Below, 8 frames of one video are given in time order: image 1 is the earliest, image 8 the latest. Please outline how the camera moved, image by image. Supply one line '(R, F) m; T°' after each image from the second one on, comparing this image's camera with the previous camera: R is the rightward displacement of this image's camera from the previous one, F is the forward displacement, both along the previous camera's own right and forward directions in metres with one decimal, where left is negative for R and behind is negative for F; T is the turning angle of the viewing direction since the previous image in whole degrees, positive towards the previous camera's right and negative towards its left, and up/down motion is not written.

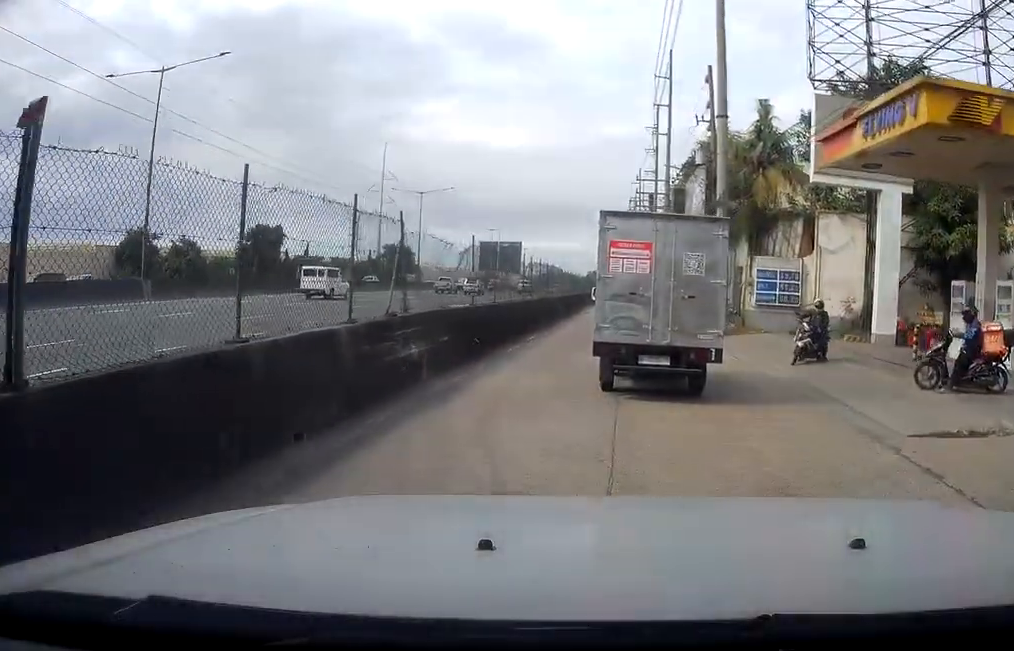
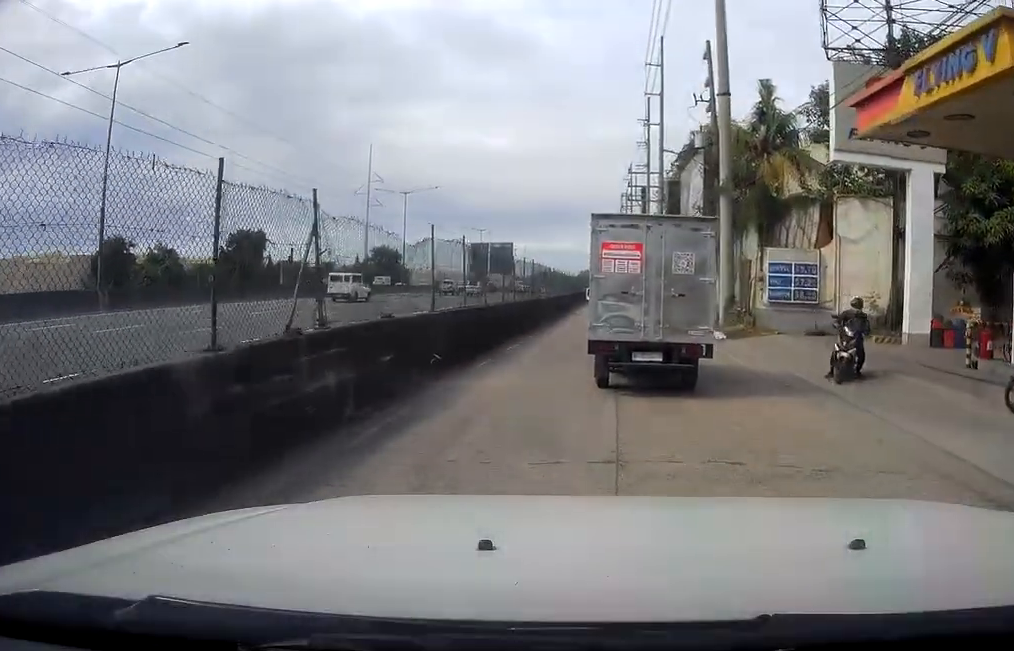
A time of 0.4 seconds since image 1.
(-0.3, +3.4) m; -2°
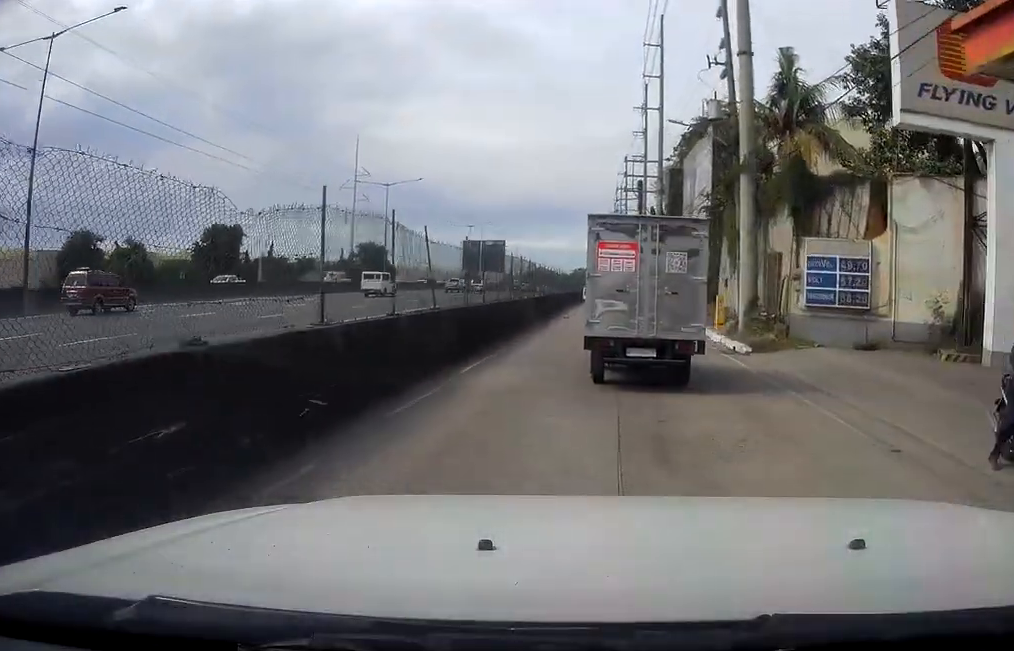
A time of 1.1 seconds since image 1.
(0.0, +5.4) m; +2°
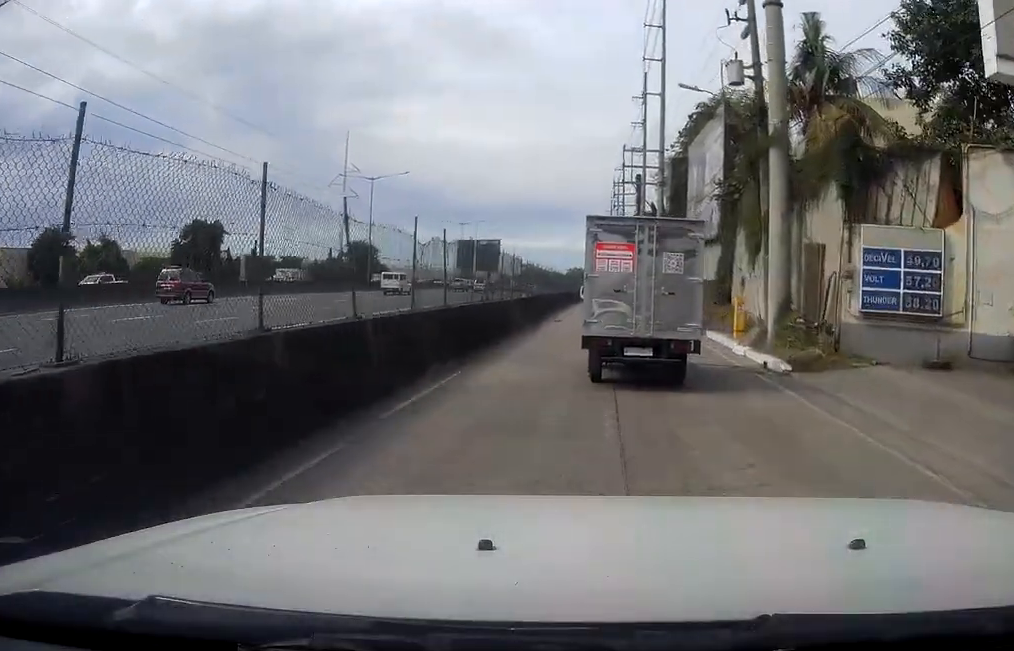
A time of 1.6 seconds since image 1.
(0.0, +4.3) m; +3°
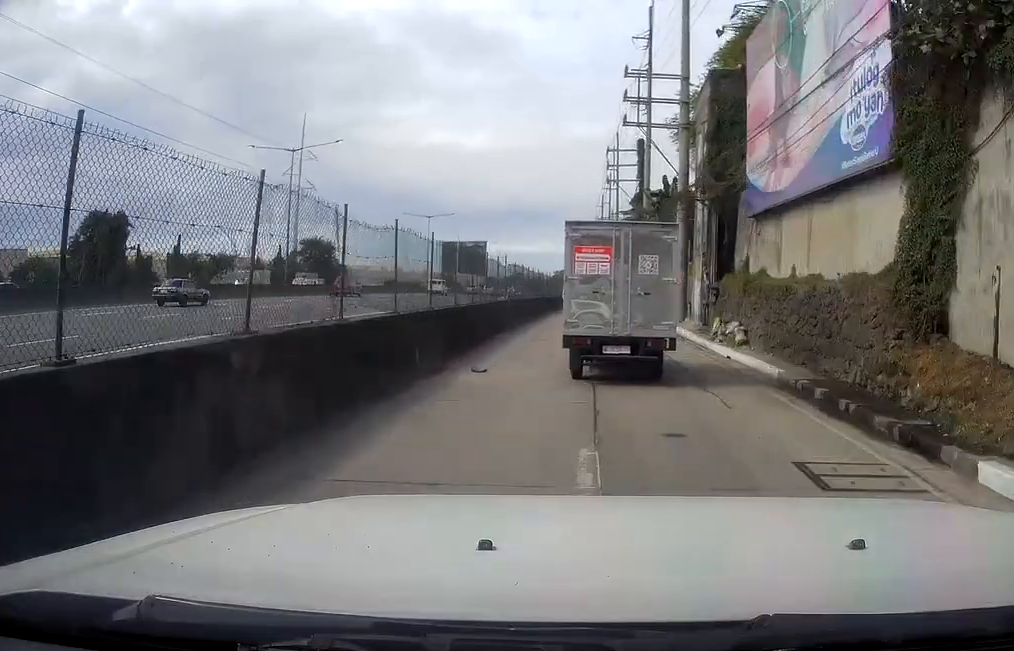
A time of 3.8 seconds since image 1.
(+1.6, +18.4) m; +8°
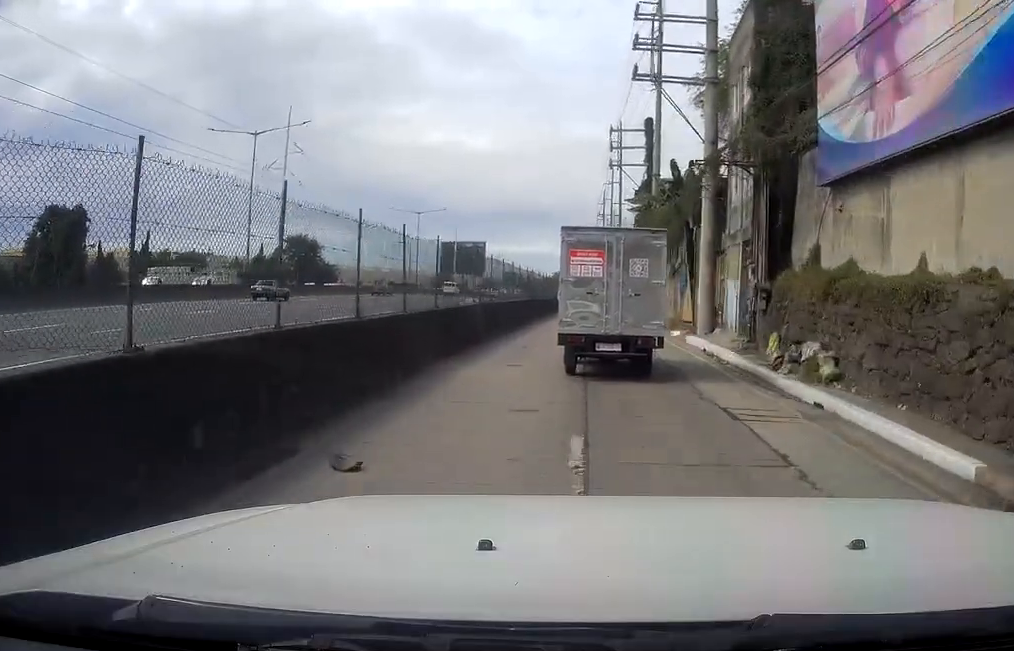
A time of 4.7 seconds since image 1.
(+0.1, +7.6) m; +1°
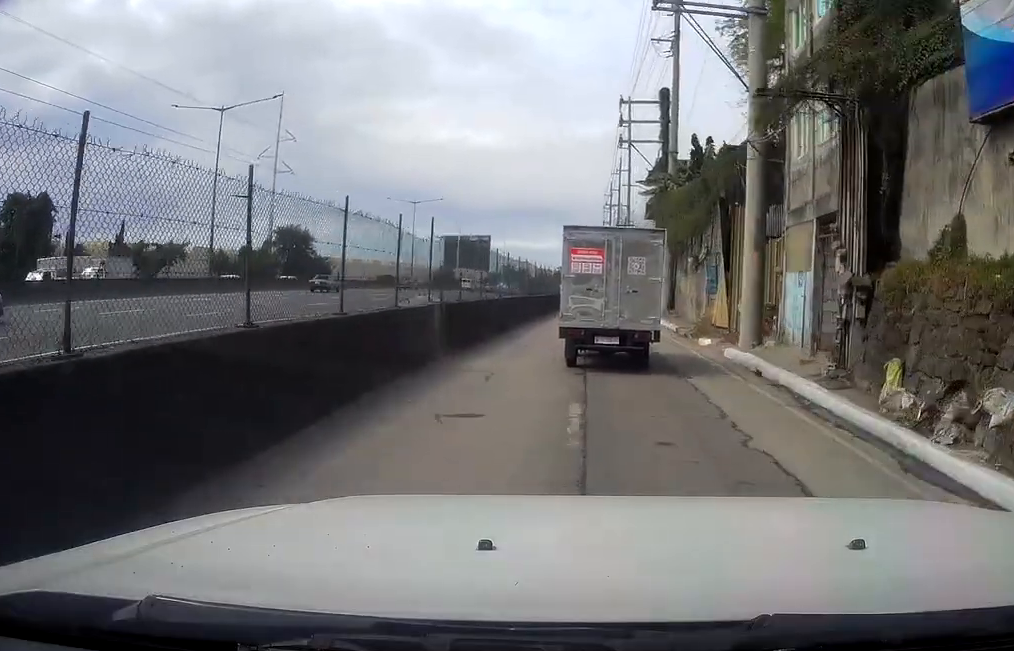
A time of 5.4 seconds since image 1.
(0.0, +6.4) m; 0°
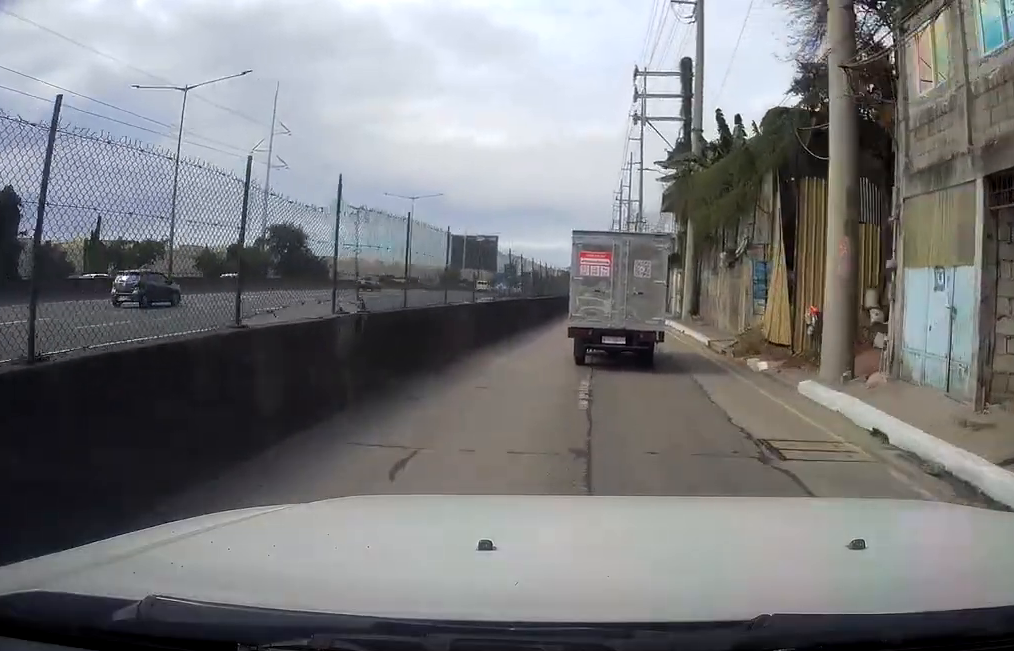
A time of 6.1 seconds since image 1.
(0.0, +6.2) m; +1°
